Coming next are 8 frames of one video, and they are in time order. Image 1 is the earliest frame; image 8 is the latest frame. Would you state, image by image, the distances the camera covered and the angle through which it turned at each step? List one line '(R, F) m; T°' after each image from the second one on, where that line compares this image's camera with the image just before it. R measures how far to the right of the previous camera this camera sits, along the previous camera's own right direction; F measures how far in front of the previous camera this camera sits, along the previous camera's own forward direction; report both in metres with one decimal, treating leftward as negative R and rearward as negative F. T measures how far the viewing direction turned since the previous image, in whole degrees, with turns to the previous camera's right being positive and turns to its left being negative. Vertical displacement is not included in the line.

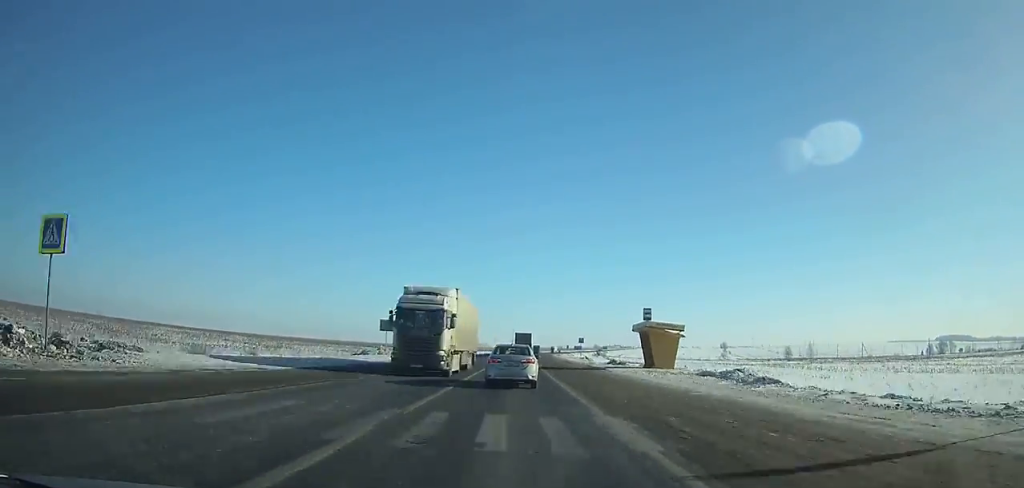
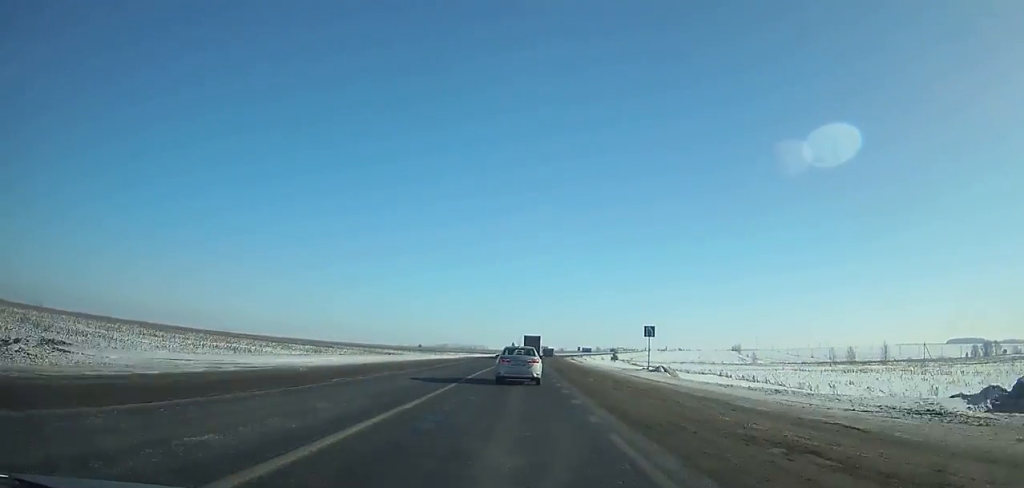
(+0.3, +57.3) m; +1°
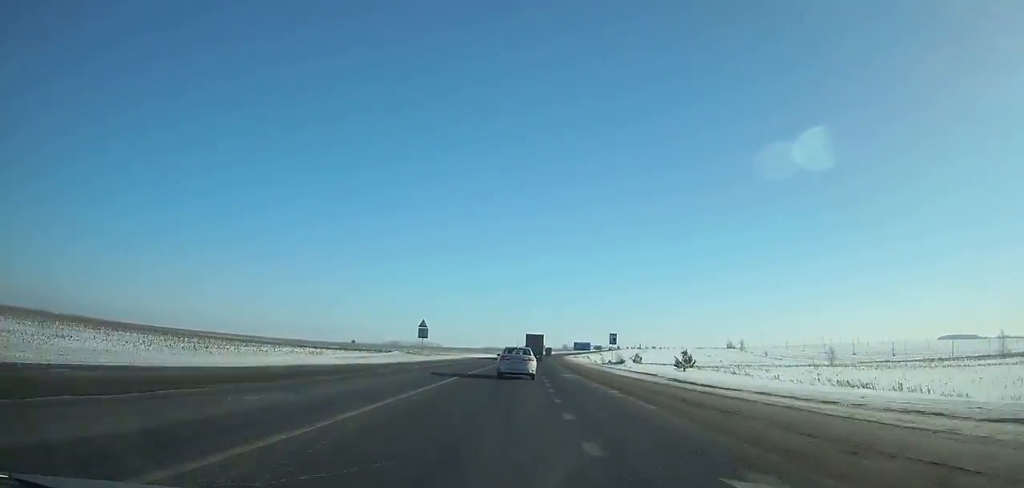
(+4.1, +131.7) m; +4°
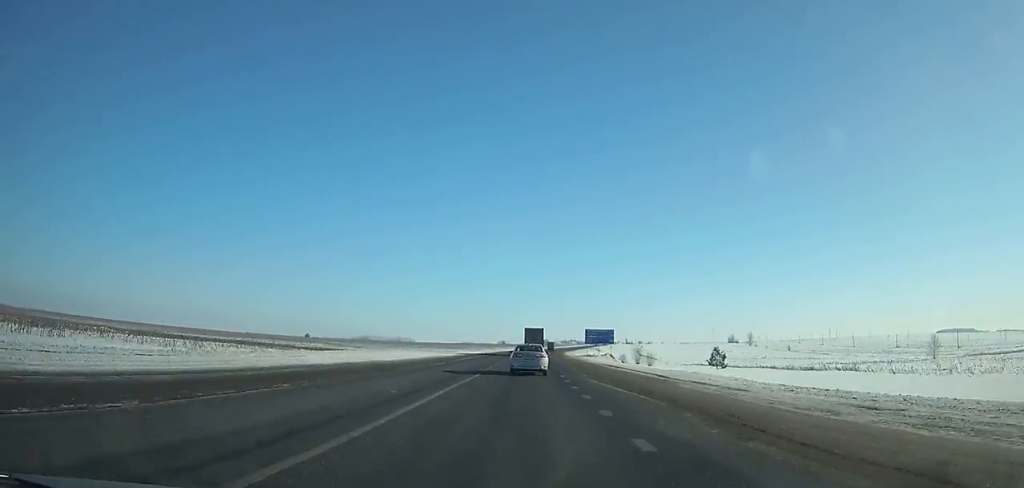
(+1.3, +76.0) m; +2°
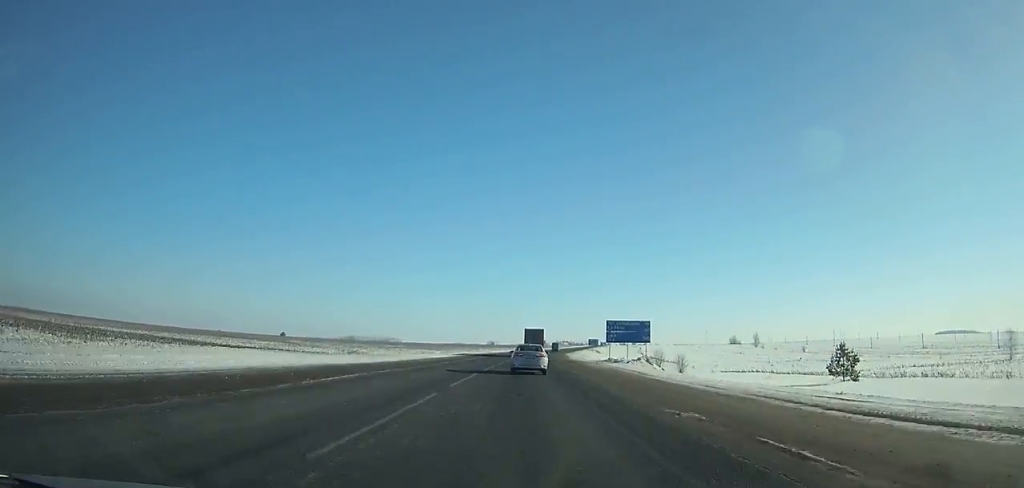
(+0.4, +34.9) m; +1°
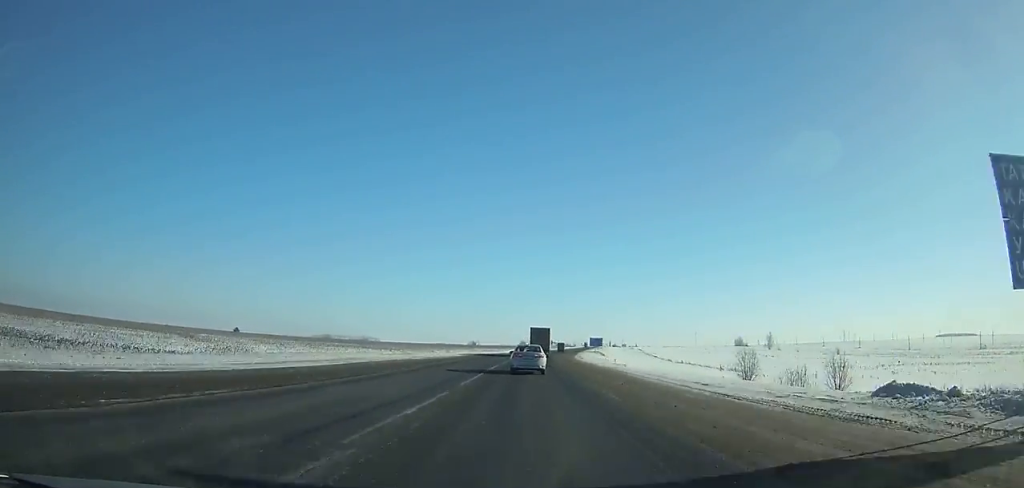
(+0.8, +58.9) m; +2°
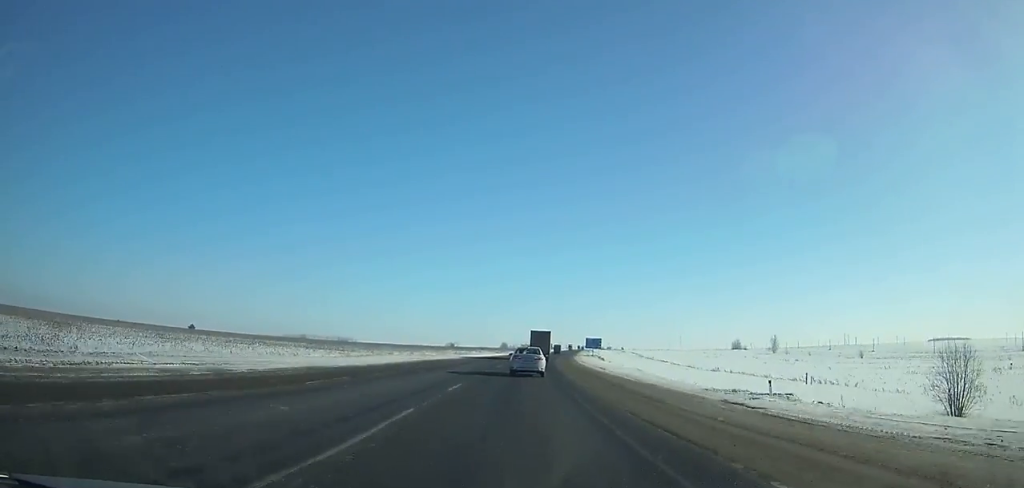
(+0.2, +39.3) m; +2°
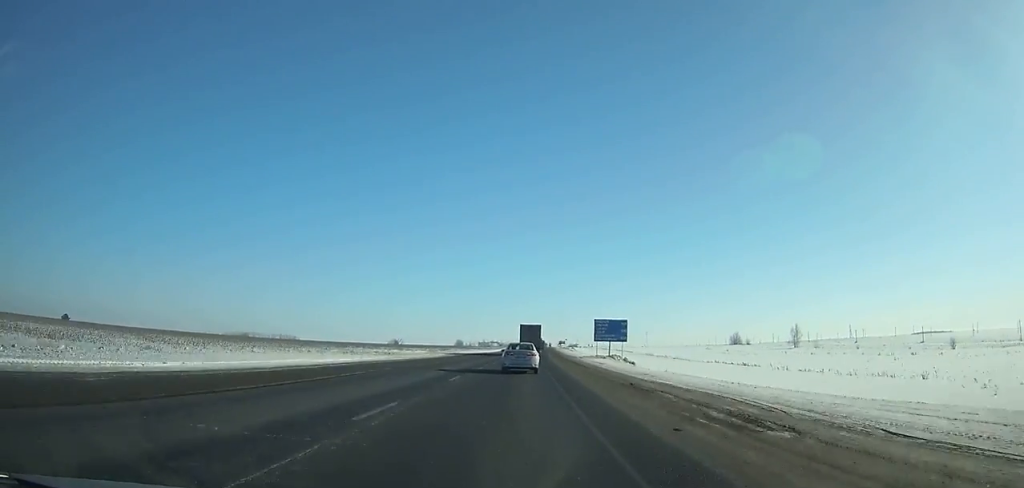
(+3.3, +89.1) m; +3°
